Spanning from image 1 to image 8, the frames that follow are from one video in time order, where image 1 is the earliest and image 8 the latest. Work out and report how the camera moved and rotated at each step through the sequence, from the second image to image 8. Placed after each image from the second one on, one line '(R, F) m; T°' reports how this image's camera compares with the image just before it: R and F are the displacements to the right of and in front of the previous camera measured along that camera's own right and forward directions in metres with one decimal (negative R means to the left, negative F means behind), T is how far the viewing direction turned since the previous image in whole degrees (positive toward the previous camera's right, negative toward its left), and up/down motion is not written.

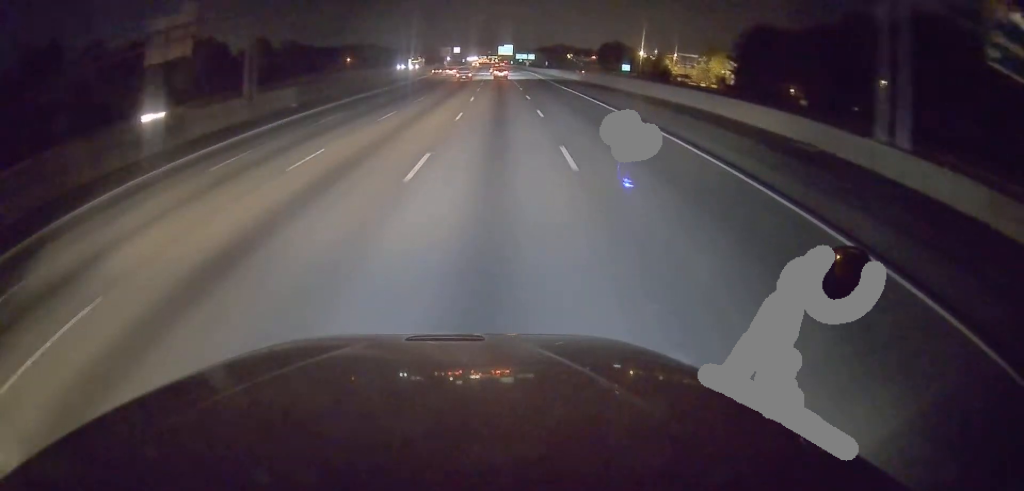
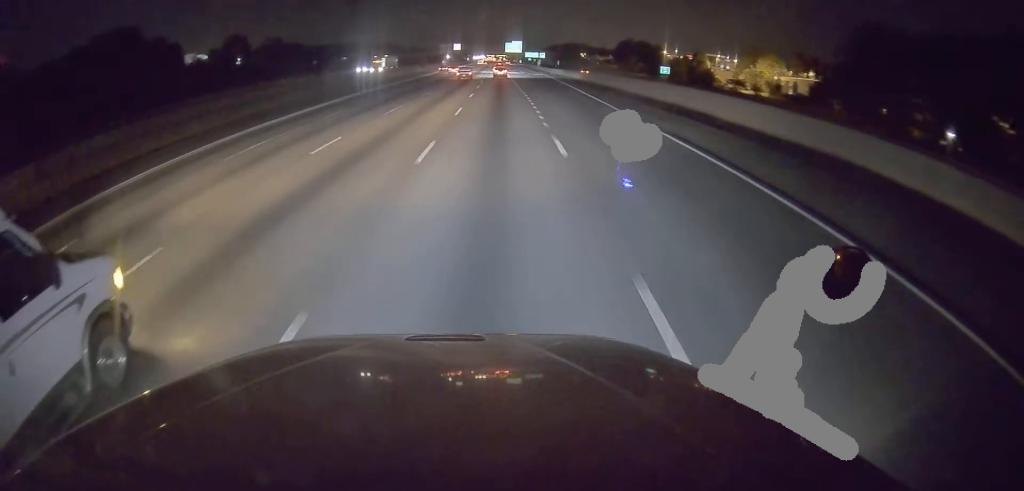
(-0.5, +34.5) m; -1°
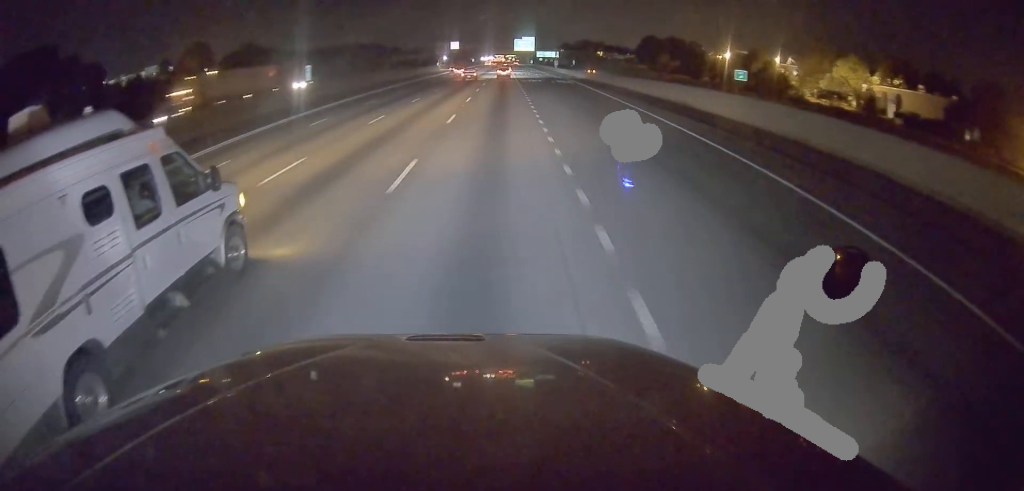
(+0.3, +40.8) m; 0°
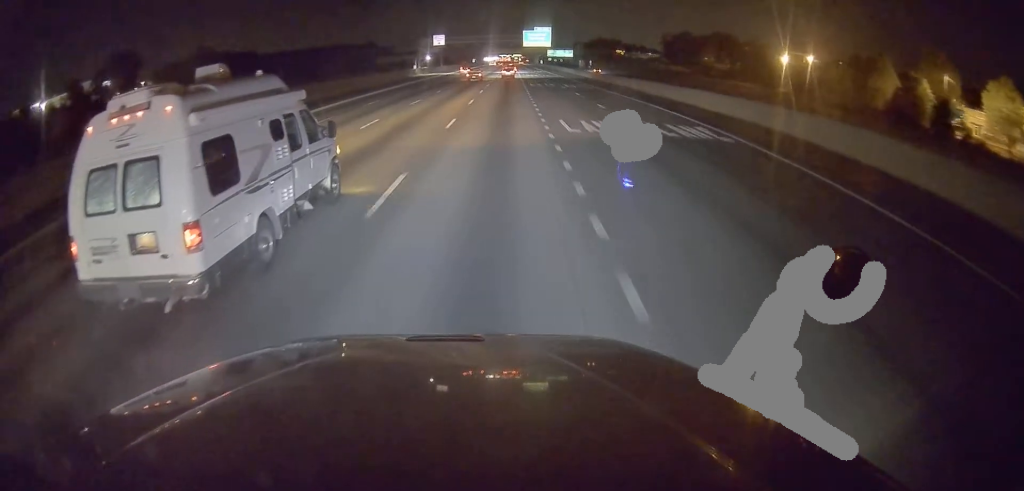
(-0.3, +50.7) m; 0°
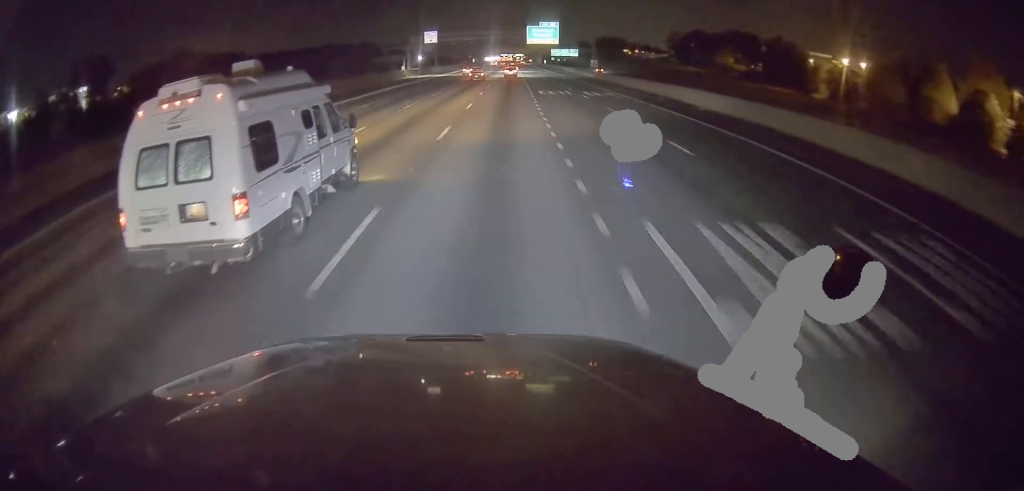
(+0.1, +14.8) m; 0°
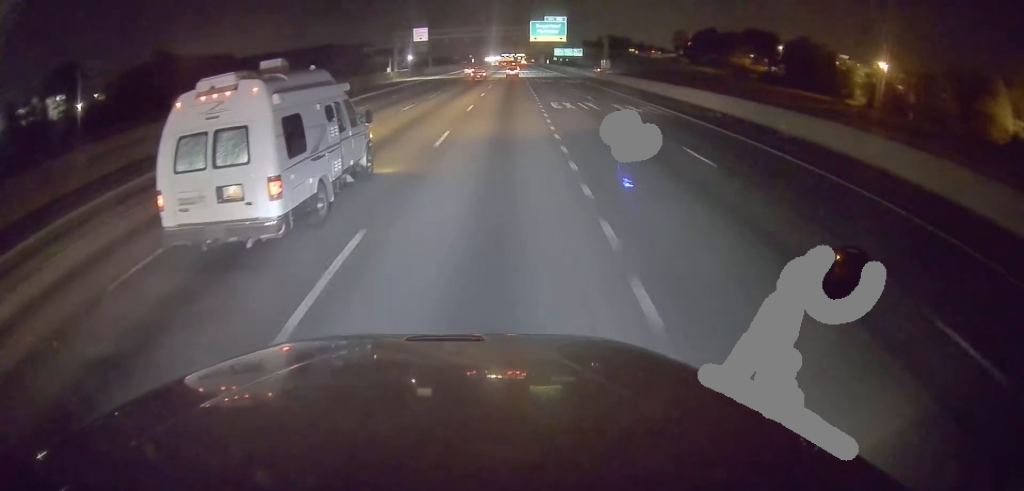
(-0.2, +13.8) m; -1°
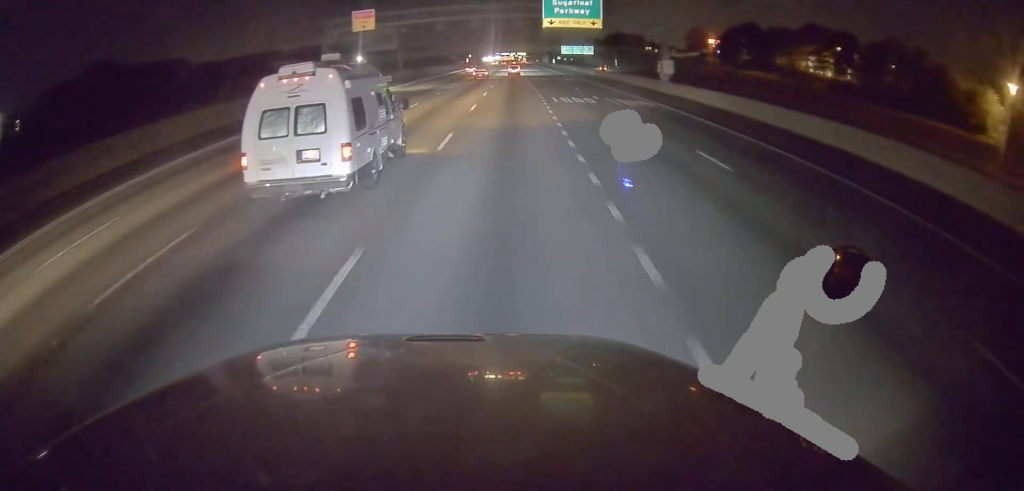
(-0.3, +37.0) m; +1°
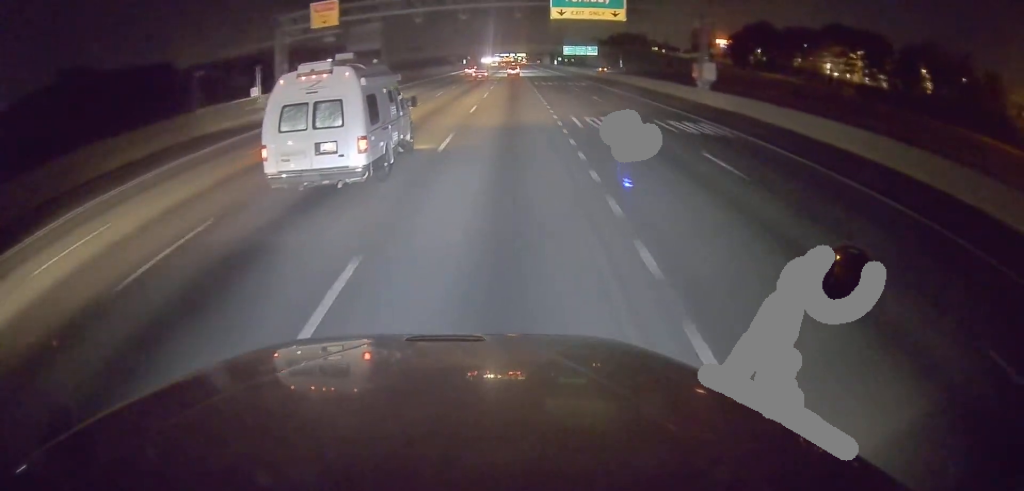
(+0.2, +12.5) m; 0°
